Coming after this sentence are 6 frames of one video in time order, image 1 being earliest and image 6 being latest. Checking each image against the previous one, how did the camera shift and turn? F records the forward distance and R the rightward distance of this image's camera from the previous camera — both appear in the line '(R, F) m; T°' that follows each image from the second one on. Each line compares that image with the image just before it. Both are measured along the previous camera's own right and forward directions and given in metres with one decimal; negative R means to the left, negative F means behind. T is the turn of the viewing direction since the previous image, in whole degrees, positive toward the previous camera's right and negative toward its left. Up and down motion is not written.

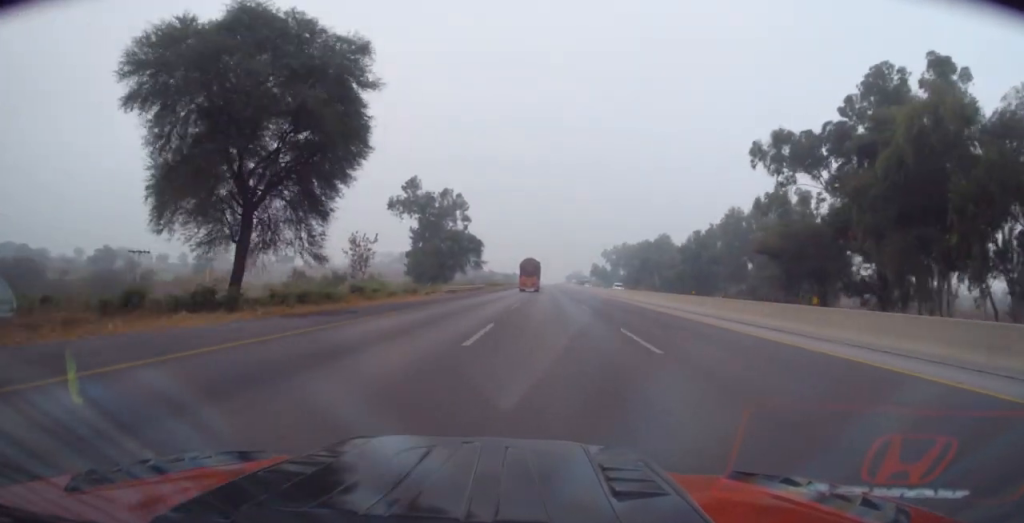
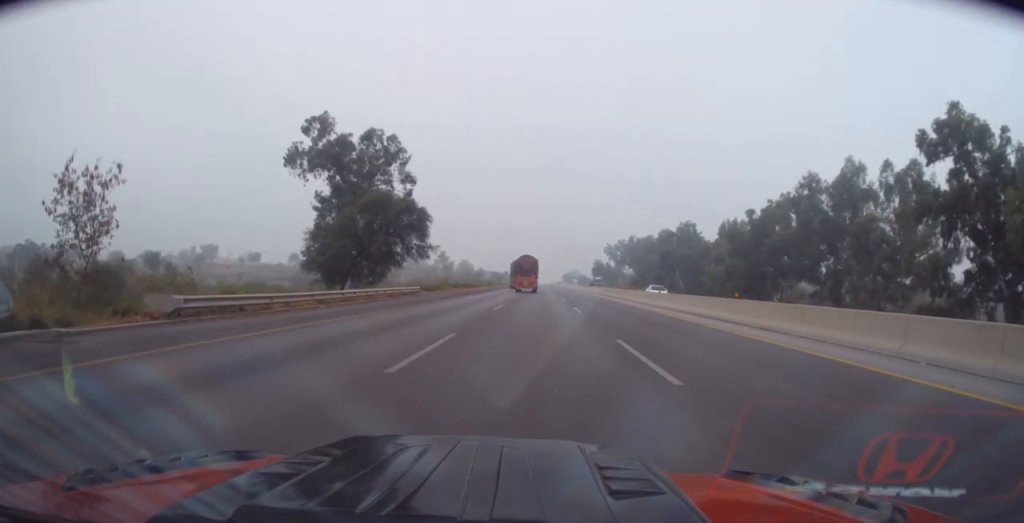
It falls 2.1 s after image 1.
(-0.8, +40.1) m; 0°
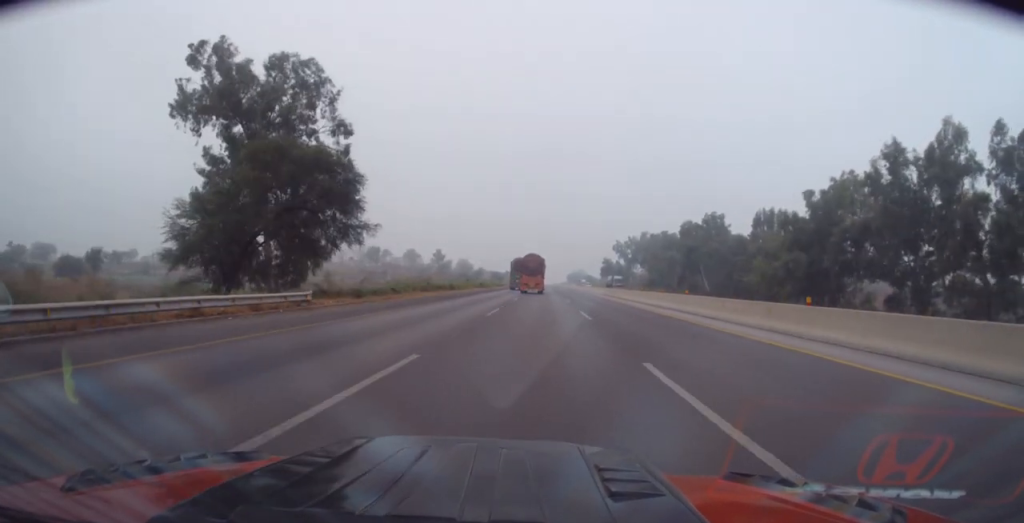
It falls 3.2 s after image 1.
(+0.4, +21.8) m; 0°
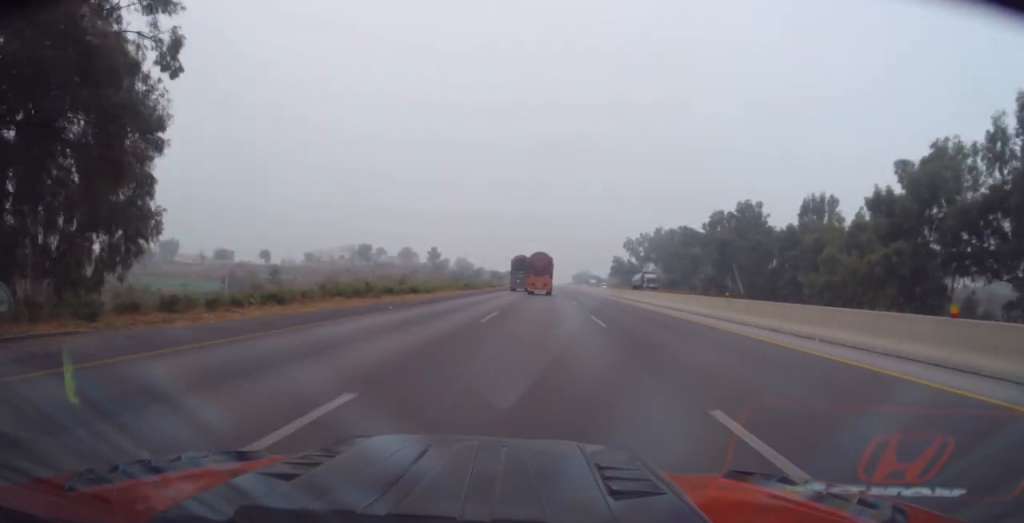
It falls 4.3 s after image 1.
(-0.3, +21.7) m; -1°
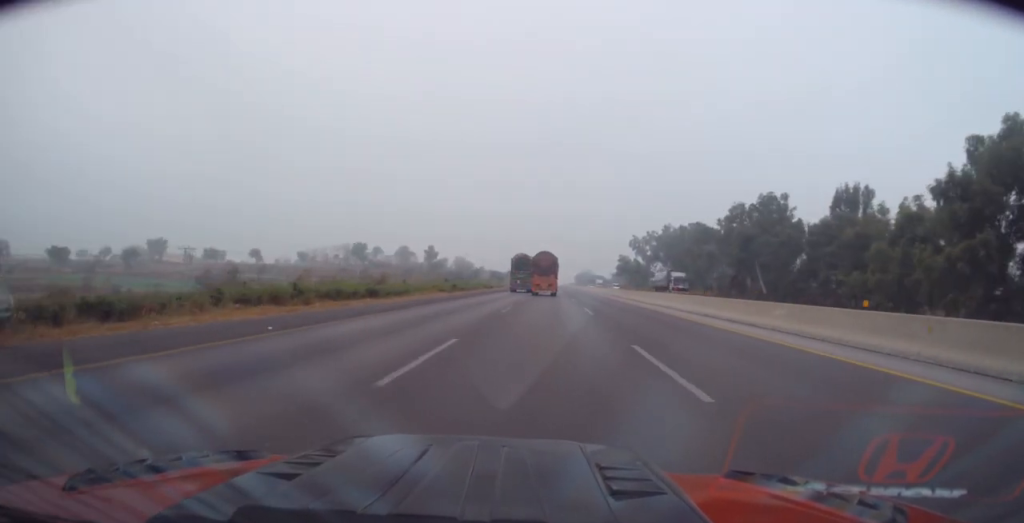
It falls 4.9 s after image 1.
(-0.1, +11.5) m; 0°
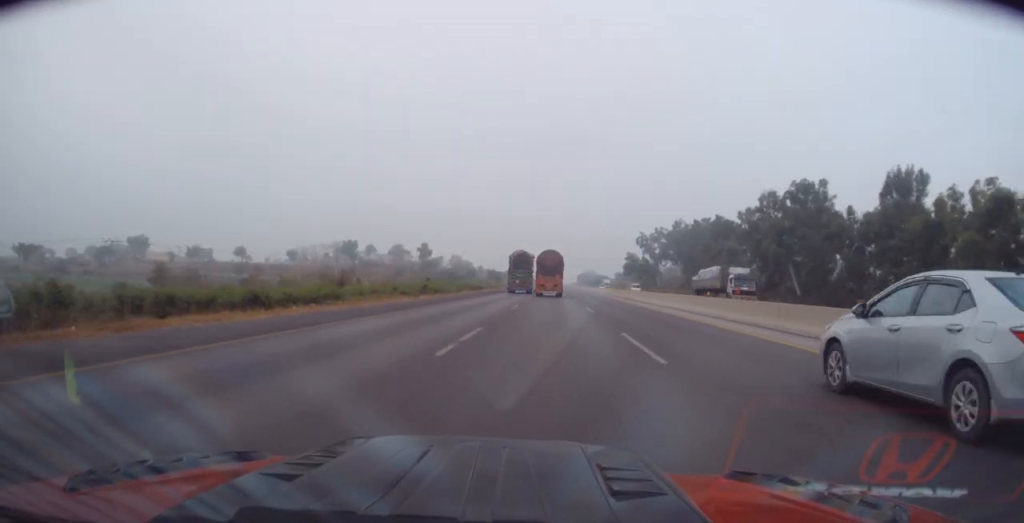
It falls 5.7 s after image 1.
(0.0, +14.6) m; +1°
